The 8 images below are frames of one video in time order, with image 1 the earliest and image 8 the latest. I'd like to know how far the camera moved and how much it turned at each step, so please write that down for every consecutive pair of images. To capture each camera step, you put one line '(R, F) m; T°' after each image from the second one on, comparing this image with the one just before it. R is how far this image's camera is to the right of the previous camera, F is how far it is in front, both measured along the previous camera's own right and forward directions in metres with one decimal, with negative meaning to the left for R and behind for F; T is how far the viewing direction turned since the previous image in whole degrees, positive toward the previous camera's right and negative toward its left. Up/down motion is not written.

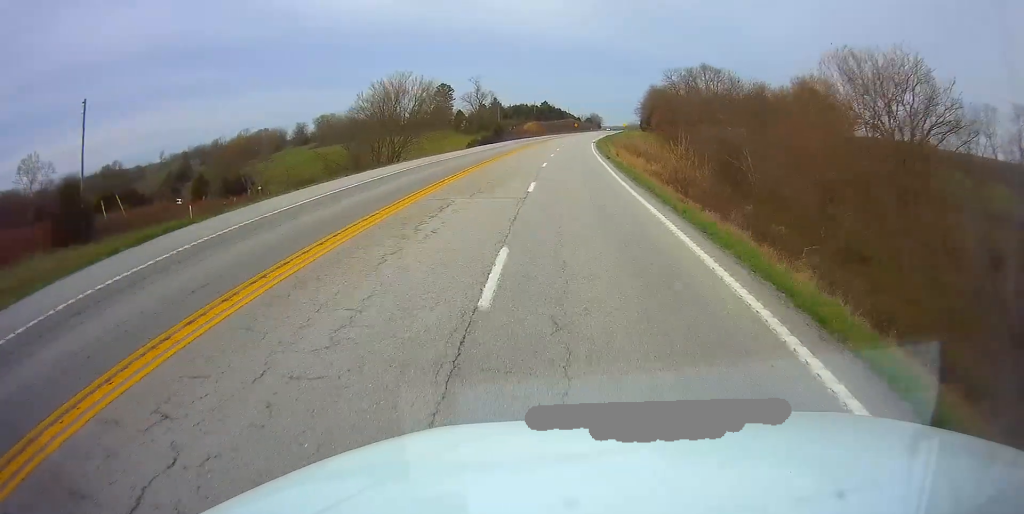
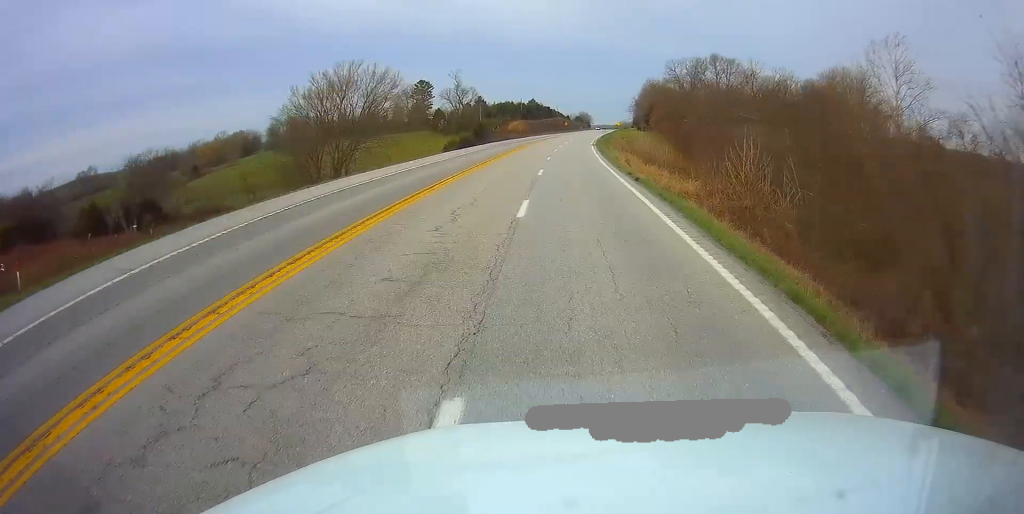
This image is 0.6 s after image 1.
(+0.5, +17.5) m; +2°
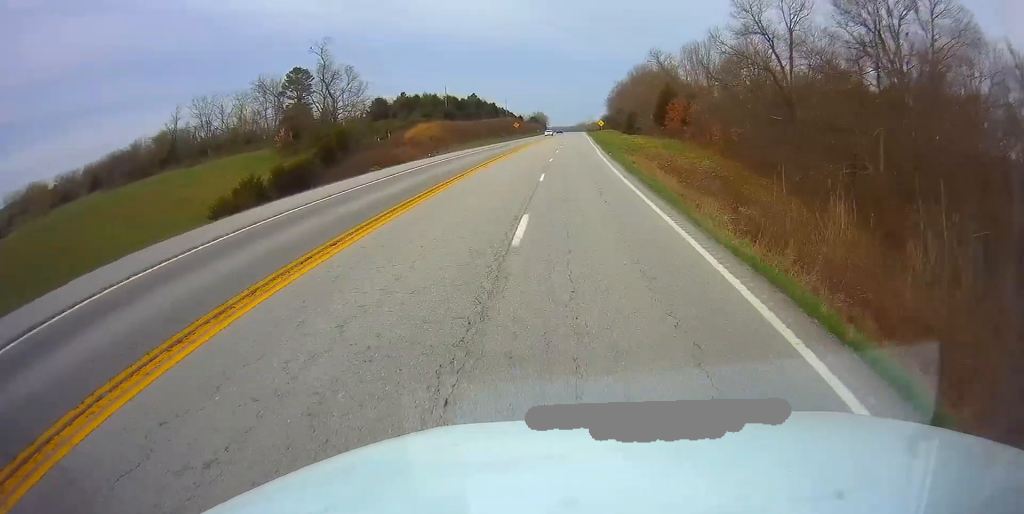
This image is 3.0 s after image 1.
(+2.3, +74.5) m; +4°
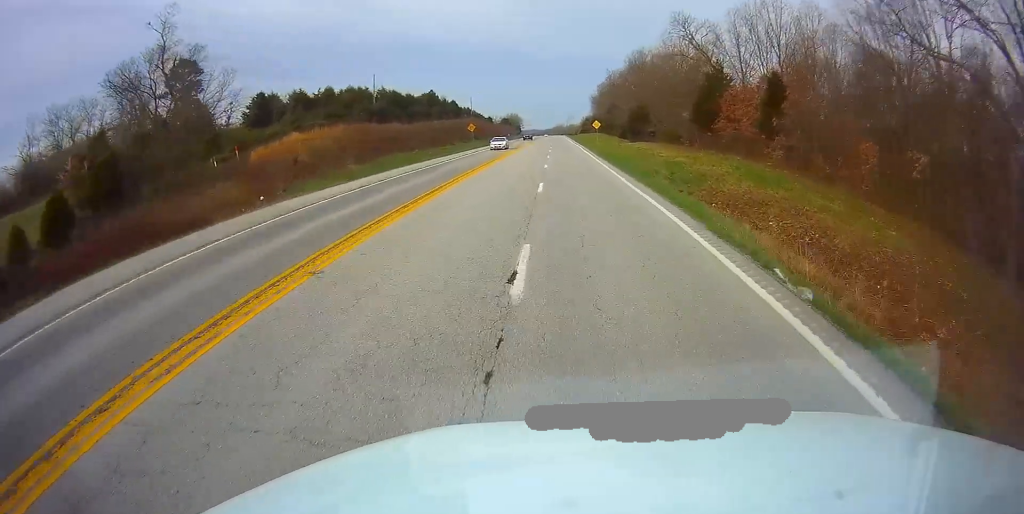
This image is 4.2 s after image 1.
(+0.9, +39.3) m; +2°
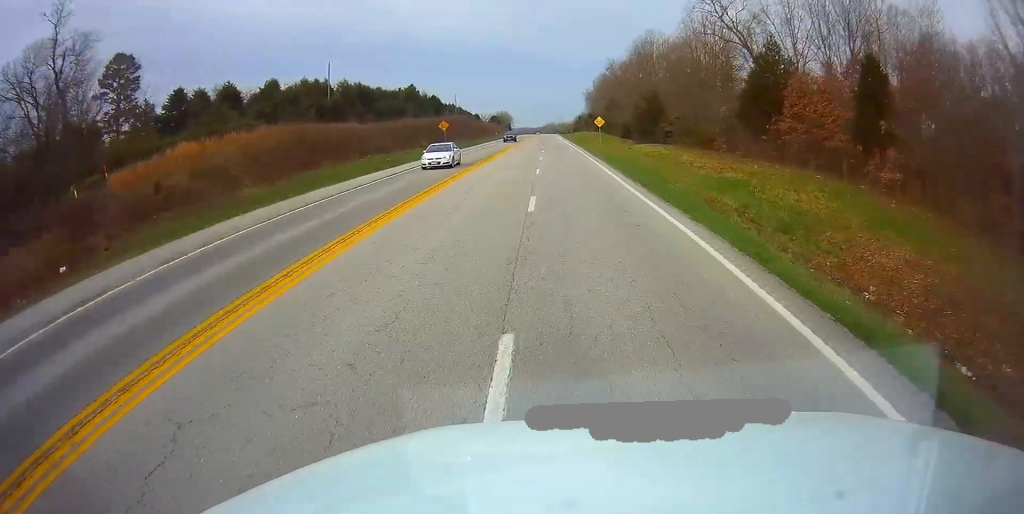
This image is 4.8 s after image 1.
(+0.2, +16.6) m; 0°
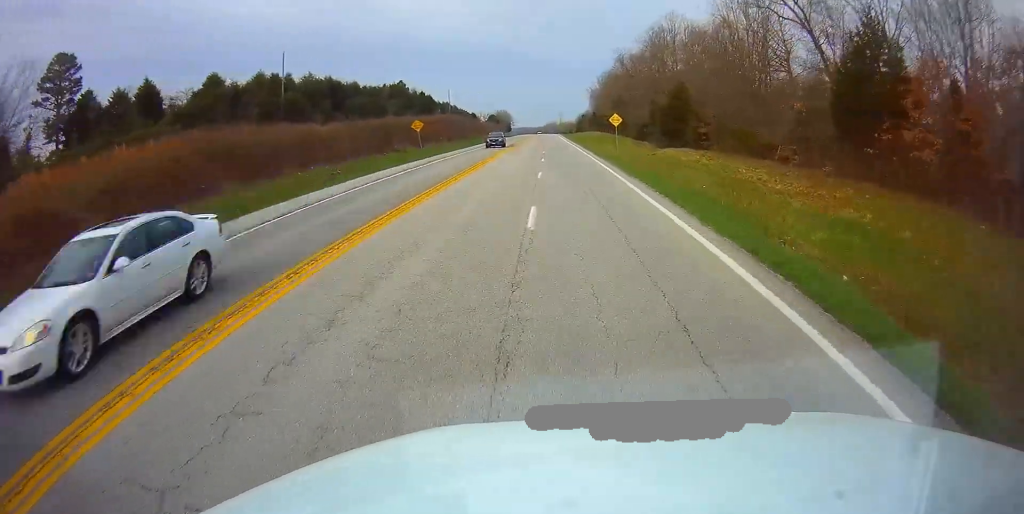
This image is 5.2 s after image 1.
(-0.1, +14.5) m; 0°
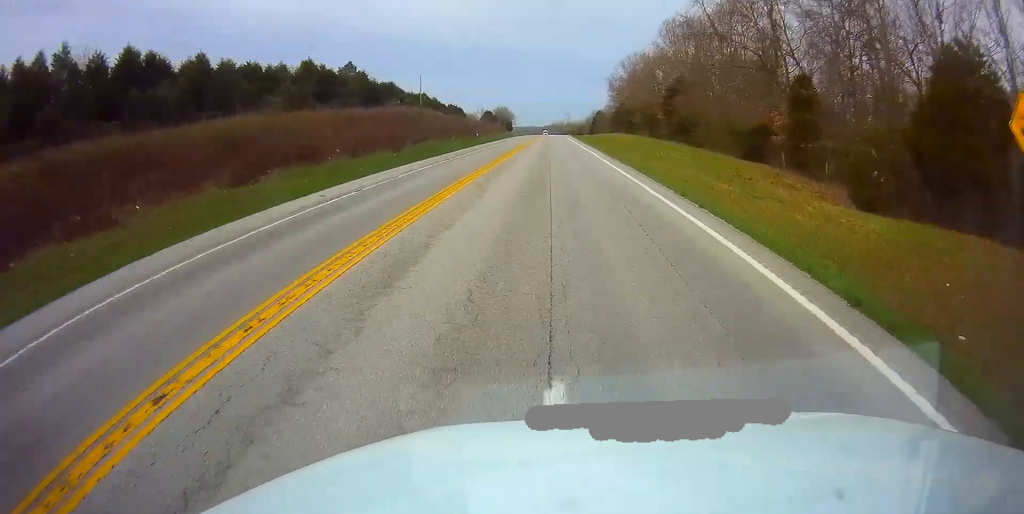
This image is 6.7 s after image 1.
(-0.4, +46.5) m; 0°
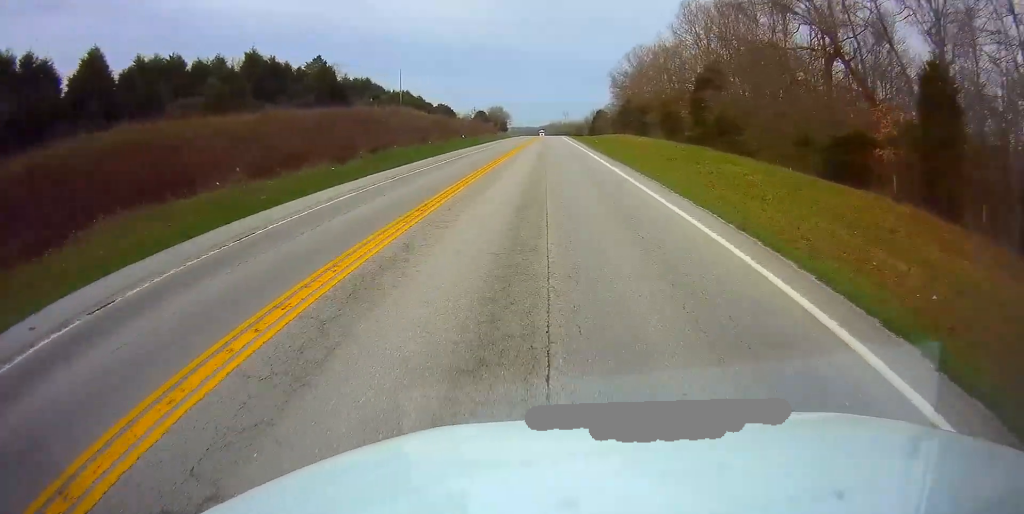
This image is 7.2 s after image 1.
(+0.1, +14.5) m; +1°
